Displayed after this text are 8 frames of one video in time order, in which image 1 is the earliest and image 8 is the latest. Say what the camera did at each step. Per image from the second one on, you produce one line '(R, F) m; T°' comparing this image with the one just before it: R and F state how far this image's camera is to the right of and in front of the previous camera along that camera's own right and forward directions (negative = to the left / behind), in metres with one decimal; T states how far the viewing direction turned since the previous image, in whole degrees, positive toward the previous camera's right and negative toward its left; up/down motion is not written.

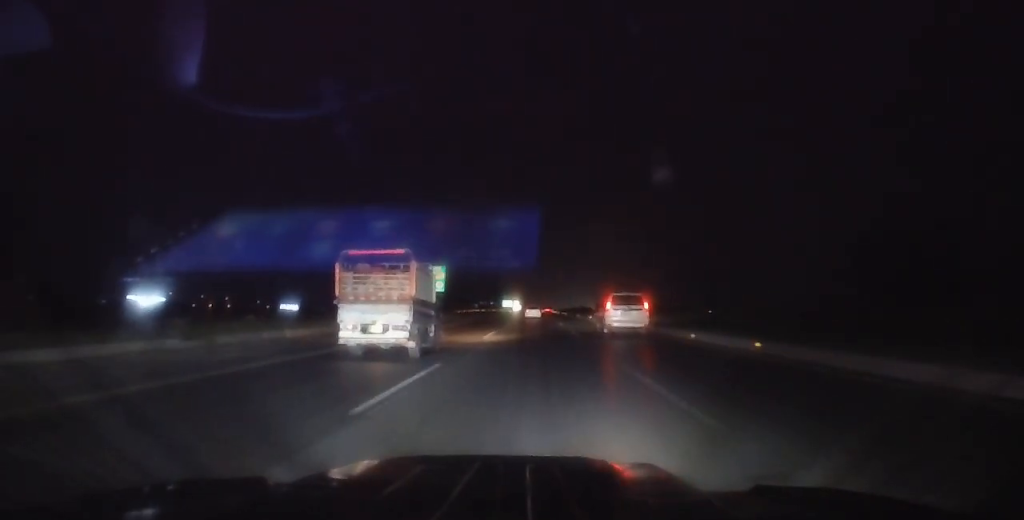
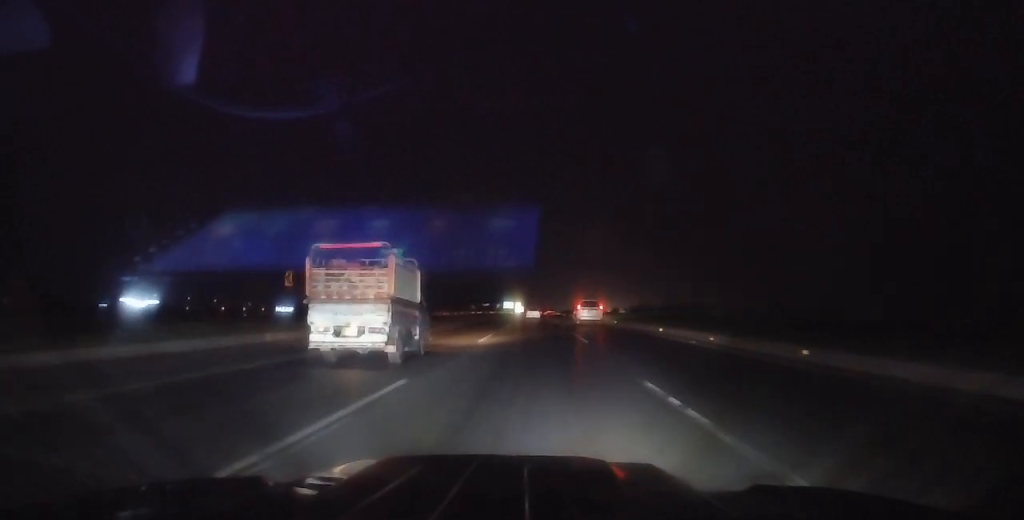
(-0.2, +20.7) m; 0°
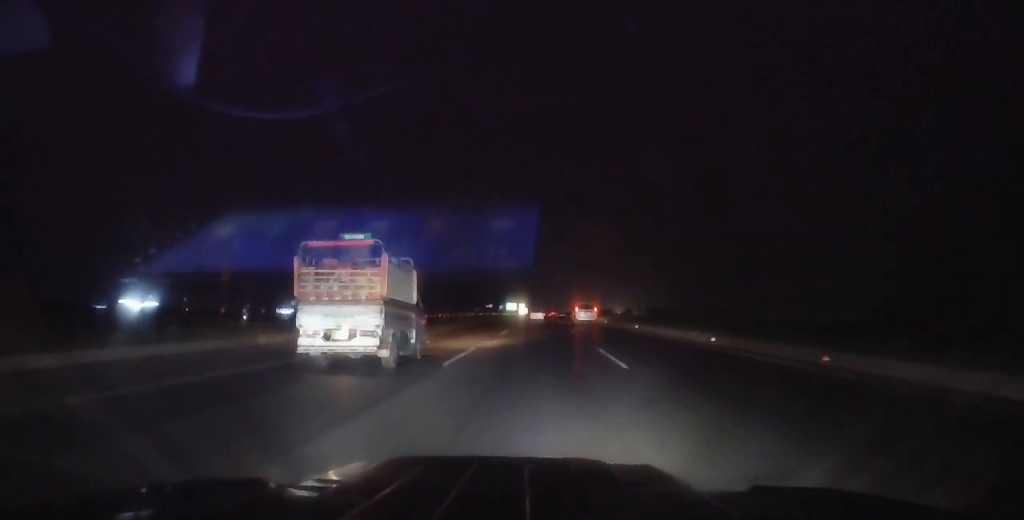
(+0.1, +8.8) m; +1°
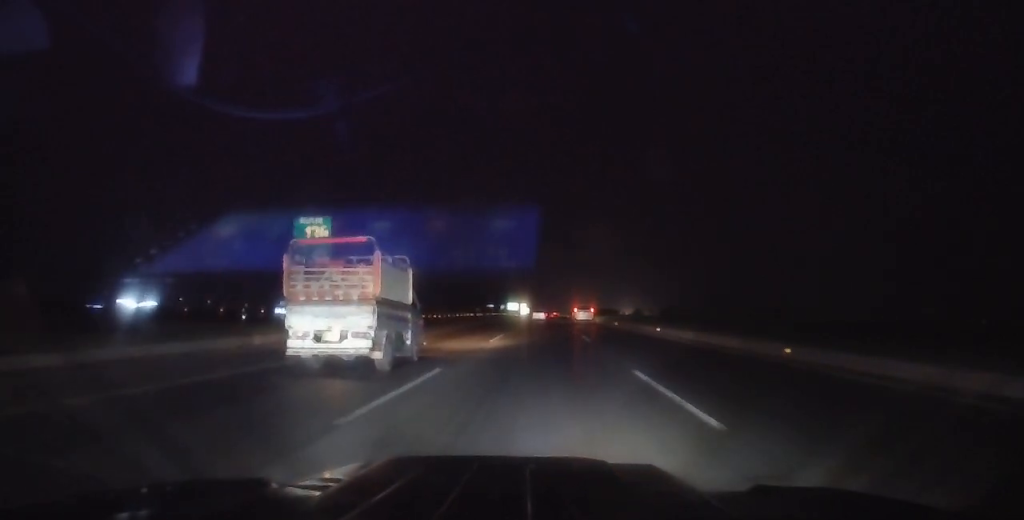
(0.0, +6.8) m; +1°
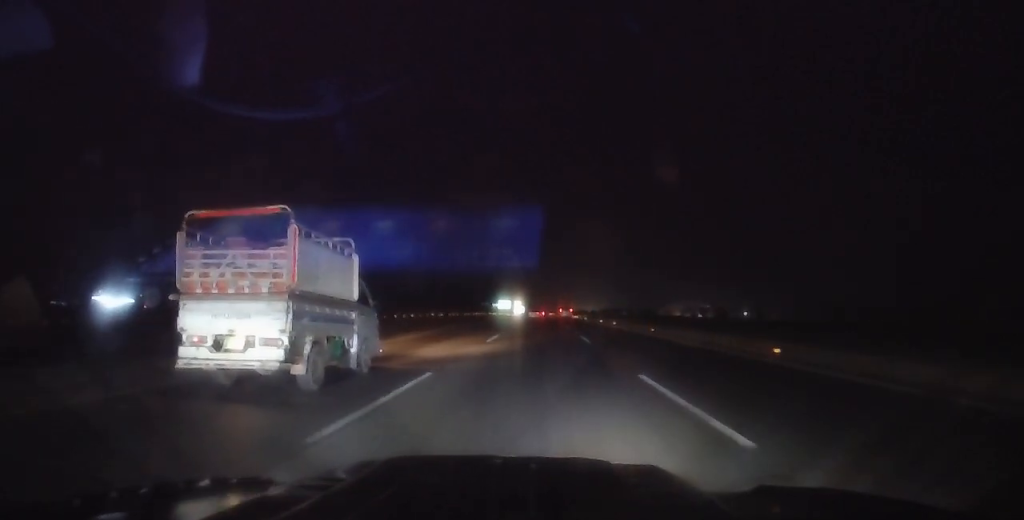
(-1.0, +36.6) m; -3°
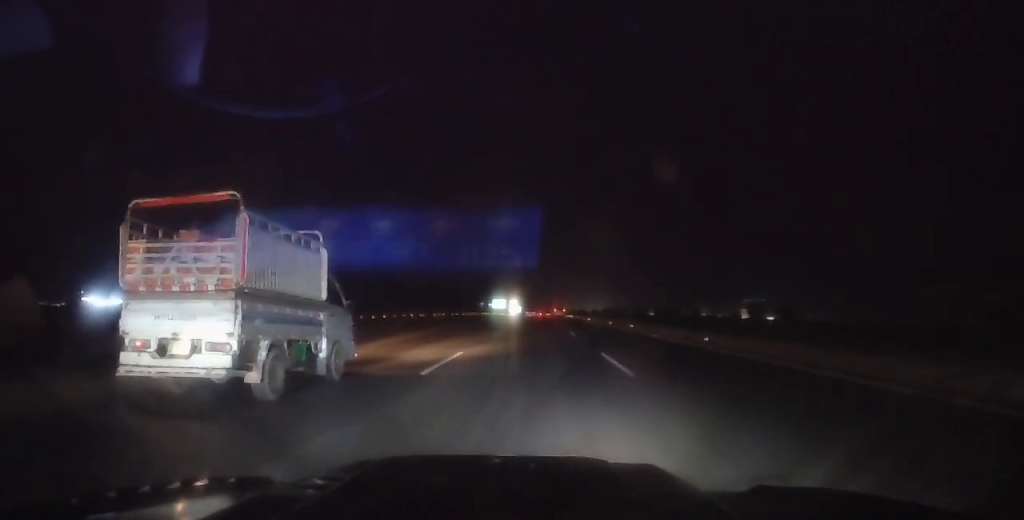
(0.0, +11.9) m; +2°
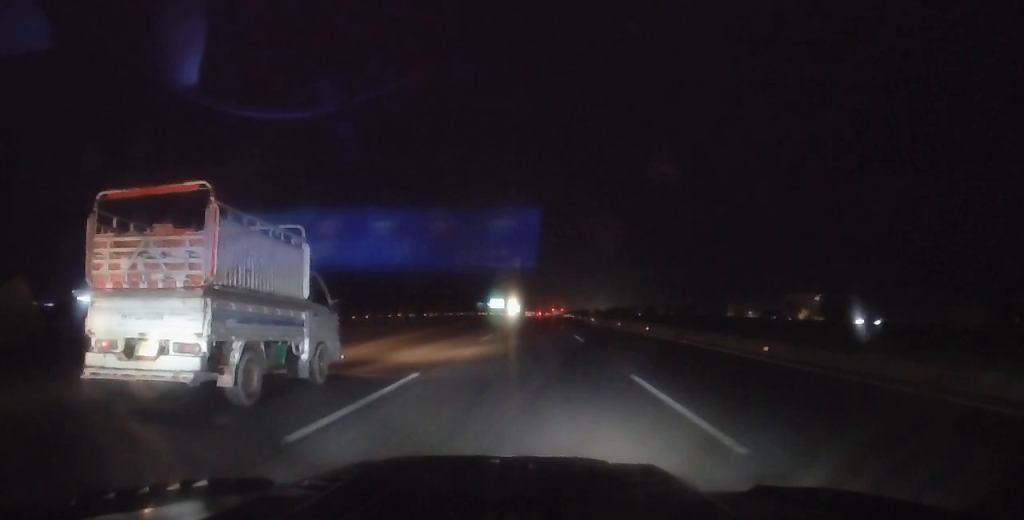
(+0.3, +6.2) m; 0°
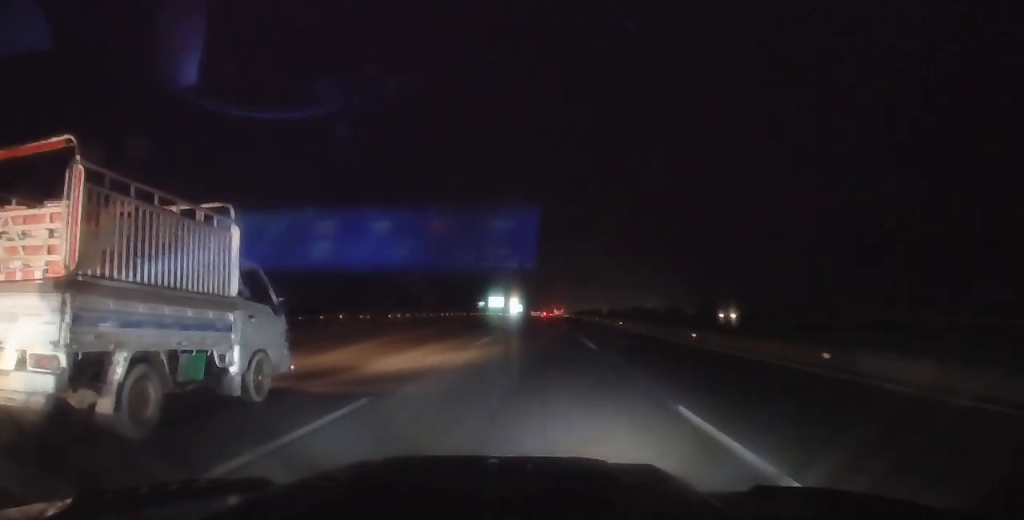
(-0.4, +21.7) m; -1°
